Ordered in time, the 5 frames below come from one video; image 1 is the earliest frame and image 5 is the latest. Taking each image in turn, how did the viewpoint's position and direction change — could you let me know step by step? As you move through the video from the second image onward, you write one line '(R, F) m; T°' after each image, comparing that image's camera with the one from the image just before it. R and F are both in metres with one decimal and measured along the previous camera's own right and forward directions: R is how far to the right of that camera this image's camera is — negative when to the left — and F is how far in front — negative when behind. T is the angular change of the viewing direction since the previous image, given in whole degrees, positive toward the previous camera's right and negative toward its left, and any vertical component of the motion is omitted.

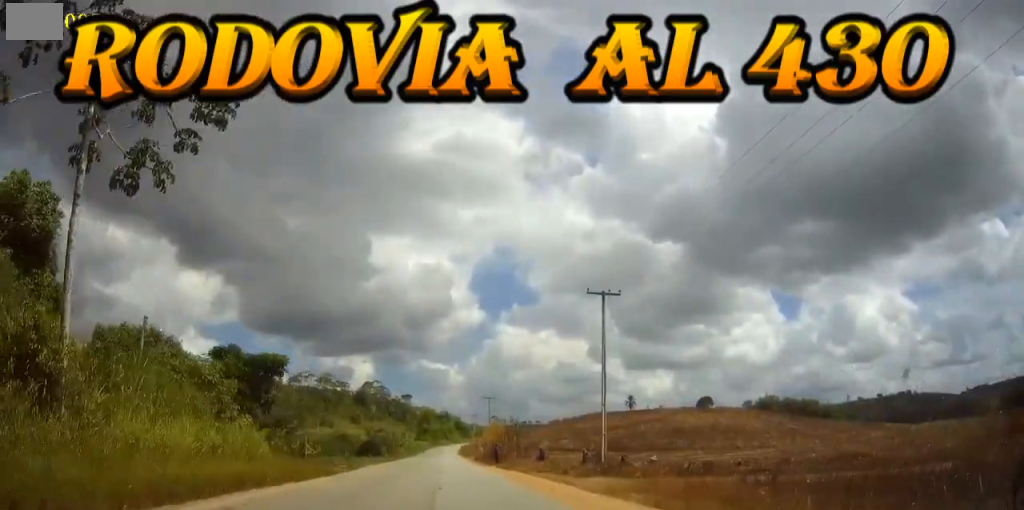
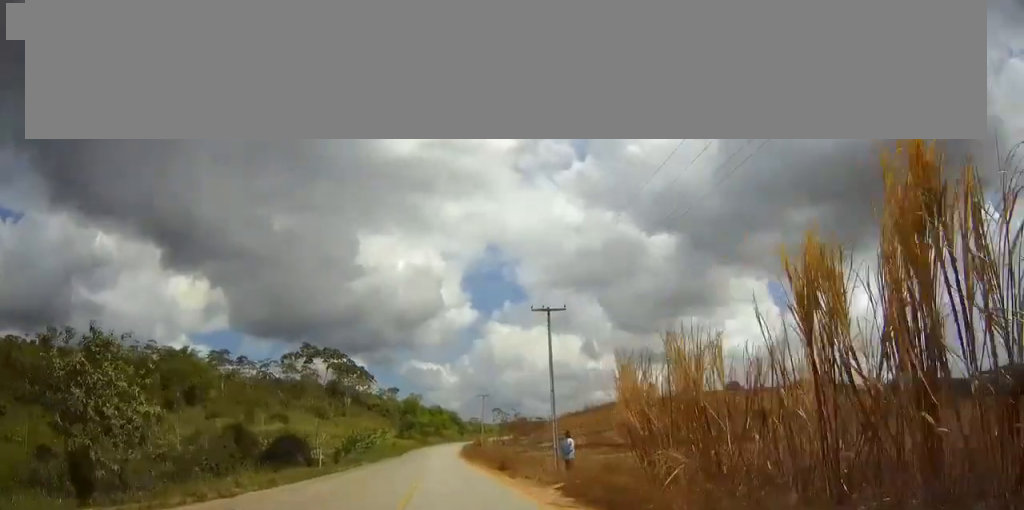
(+0.4, +61.5) m; 0°
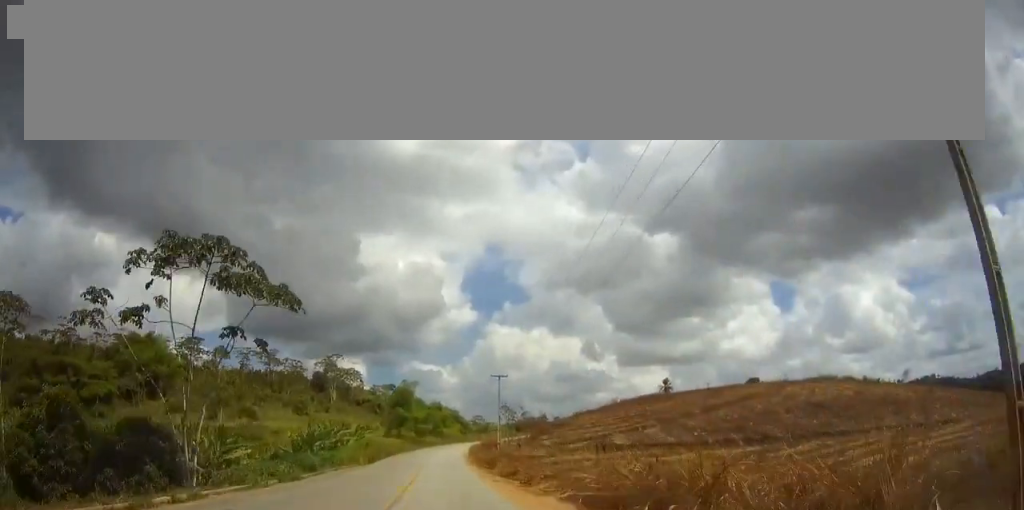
(-0.1, +31.4) m; 0°
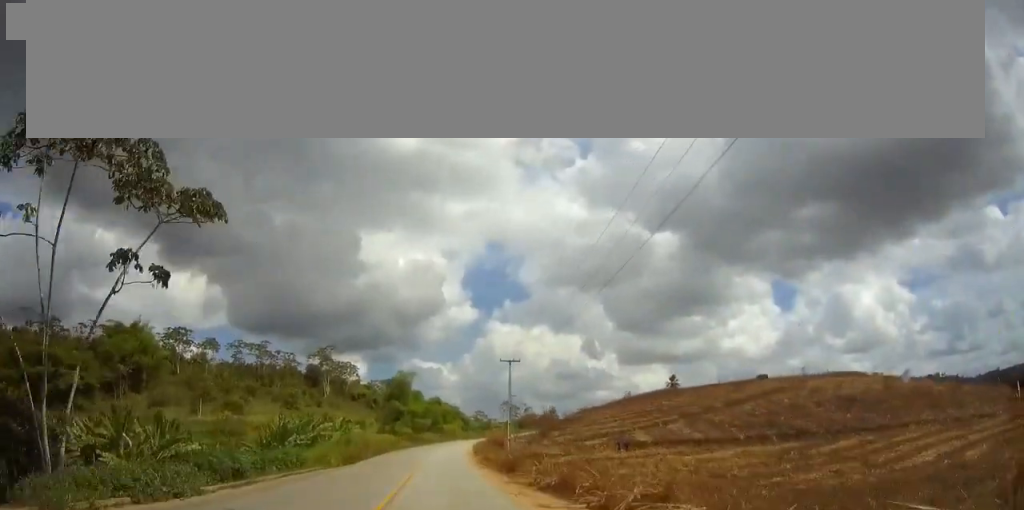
(0.0, +11.7) m; 0°
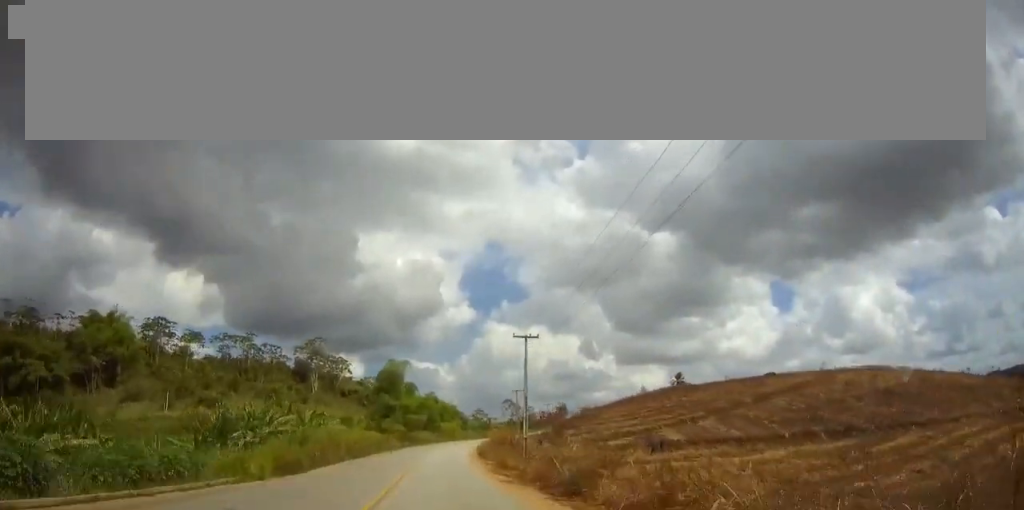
(0.0, +14.4) m; 0°
